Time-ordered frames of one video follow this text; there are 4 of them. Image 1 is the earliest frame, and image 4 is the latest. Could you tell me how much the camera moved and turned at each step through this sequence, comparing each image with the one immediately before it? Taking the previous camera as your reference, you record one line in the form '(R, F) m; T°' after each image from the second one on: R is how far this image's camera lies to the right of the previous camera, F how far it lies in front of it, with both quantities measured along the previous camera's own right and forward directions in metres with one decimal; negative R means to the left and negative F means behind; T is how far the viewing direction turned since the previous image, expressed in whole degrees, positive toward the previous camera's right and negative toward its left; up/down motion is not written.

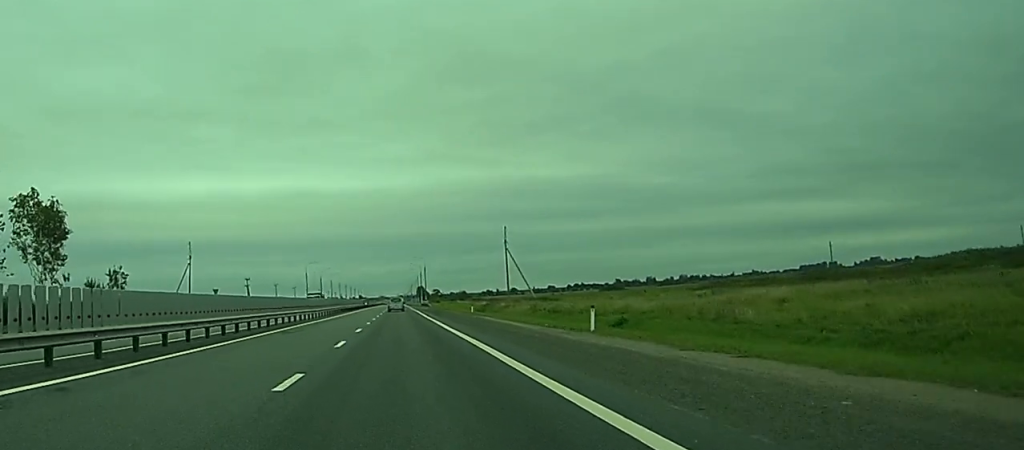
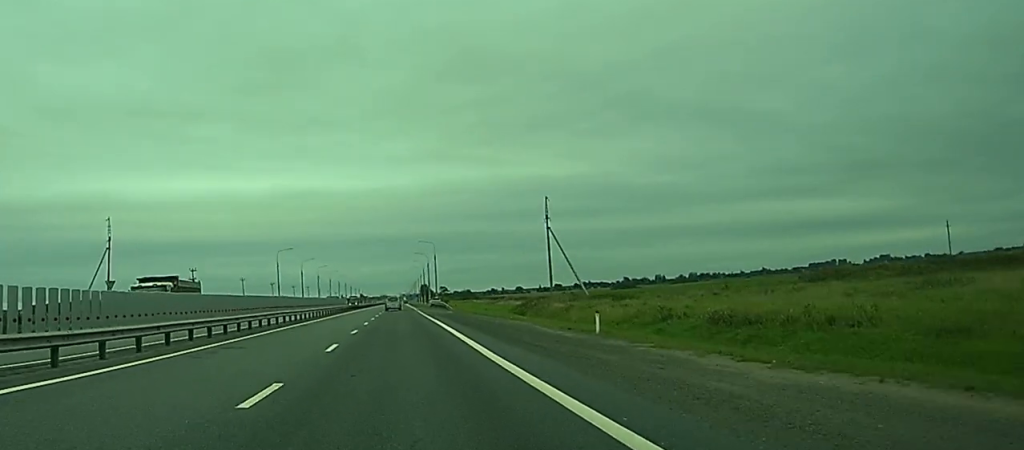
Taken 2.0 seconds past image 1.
(+0.1, +50.2) m; 0°
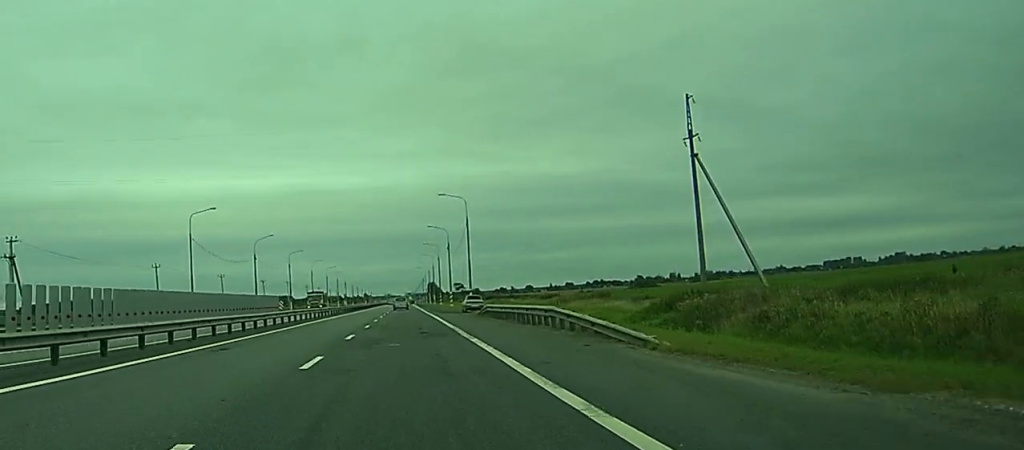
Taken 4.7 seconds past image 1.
(-0.1, +65.8) m; 0°
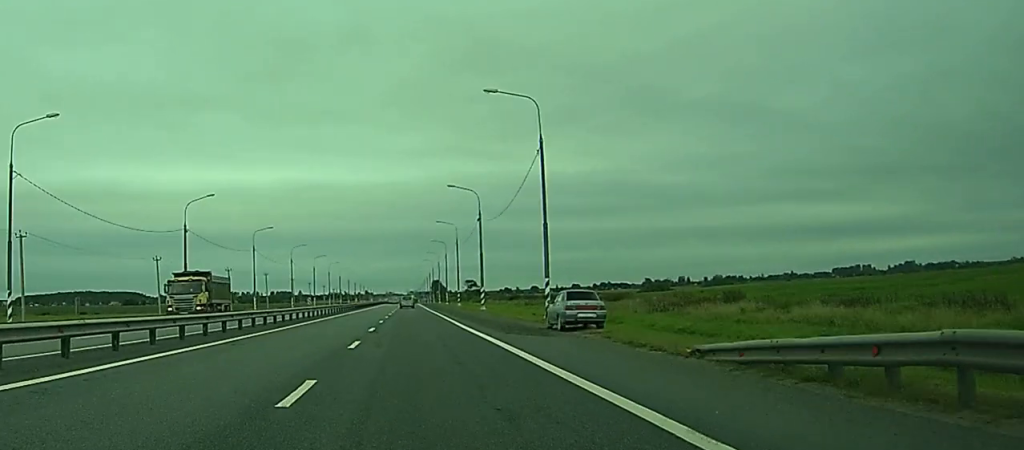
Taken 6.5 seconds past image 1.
(0.0, +42.4) m; +7°
